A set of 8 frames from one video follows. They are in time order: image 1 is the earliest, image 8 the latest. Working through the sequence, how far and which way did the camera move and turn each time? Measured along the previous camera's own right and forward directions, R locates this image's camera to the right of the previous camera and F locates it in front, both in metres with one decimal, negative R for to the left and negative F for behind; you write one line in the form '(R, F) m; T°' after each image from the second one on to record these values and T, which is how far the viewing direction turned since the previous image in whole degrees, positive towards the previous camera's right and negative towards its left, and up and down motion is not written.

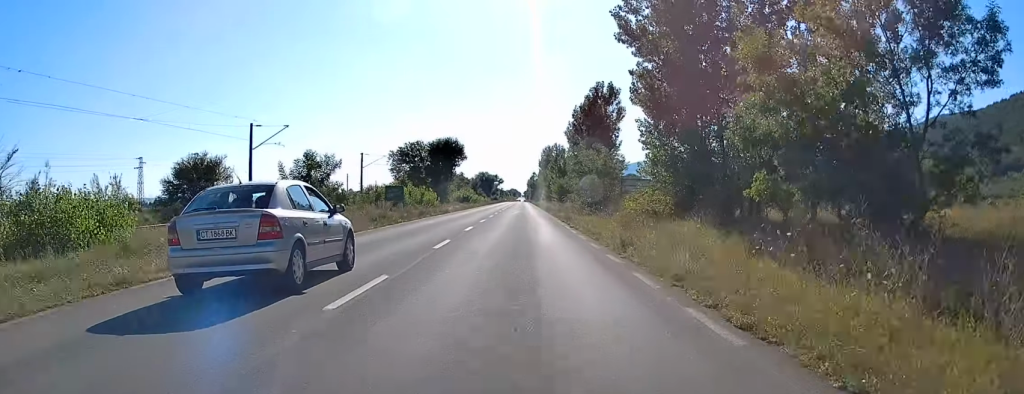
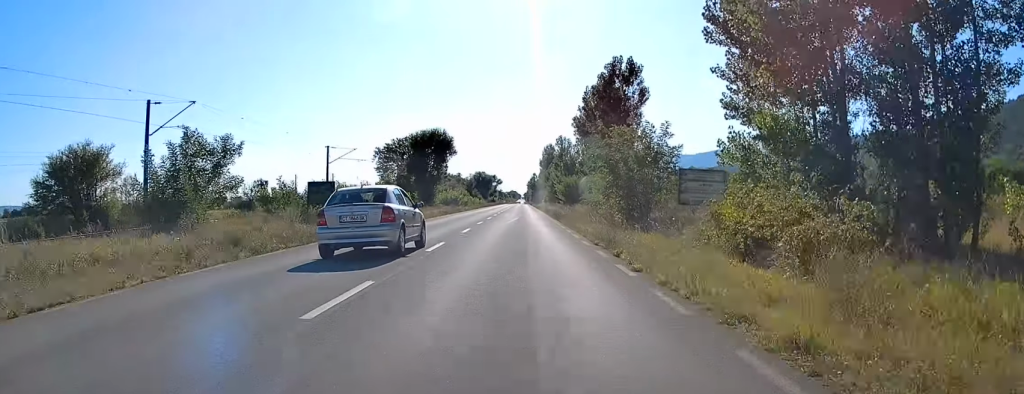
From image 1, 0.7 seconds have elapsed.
(0.0, +18.4) m; +1°
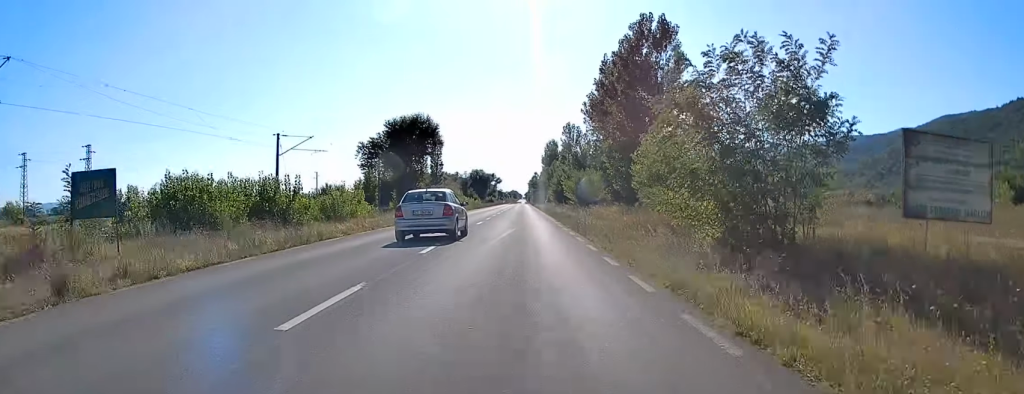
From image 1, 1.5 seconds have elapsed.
(+0.1, +18.4) m; 0°
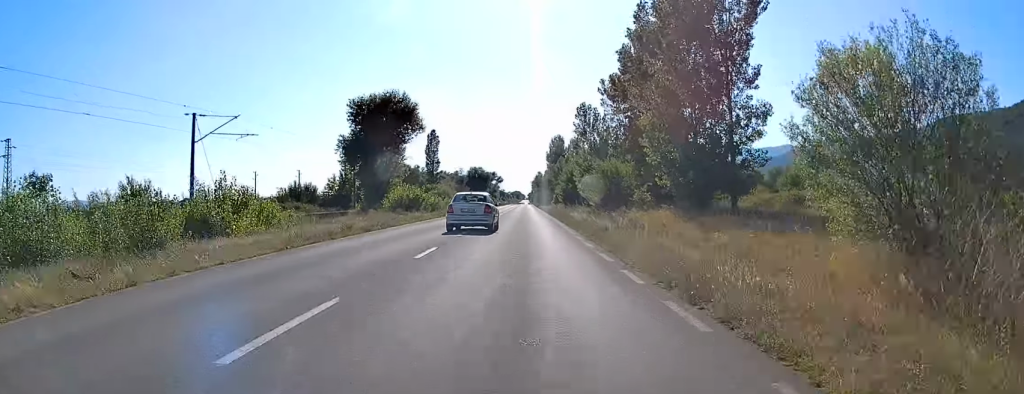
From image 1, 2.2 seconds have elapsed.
(+0.3, +19.2) m; 0°
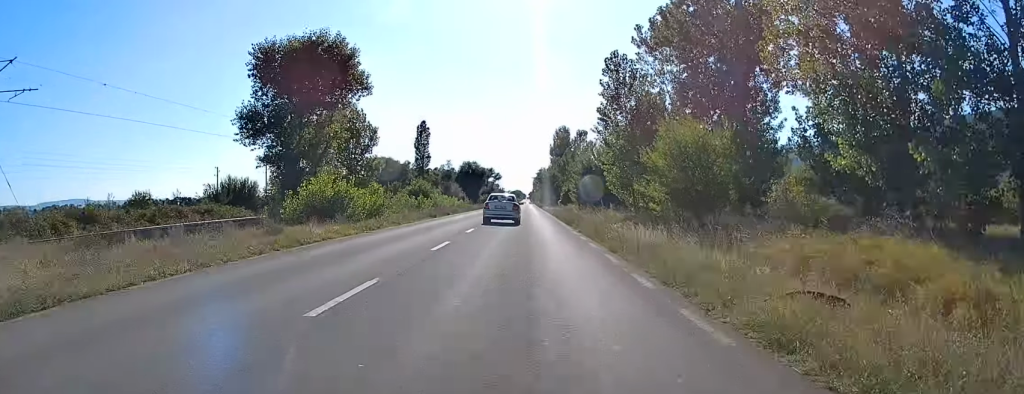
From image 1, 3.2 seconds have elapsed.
(-0.5, +25.0) m; -1°
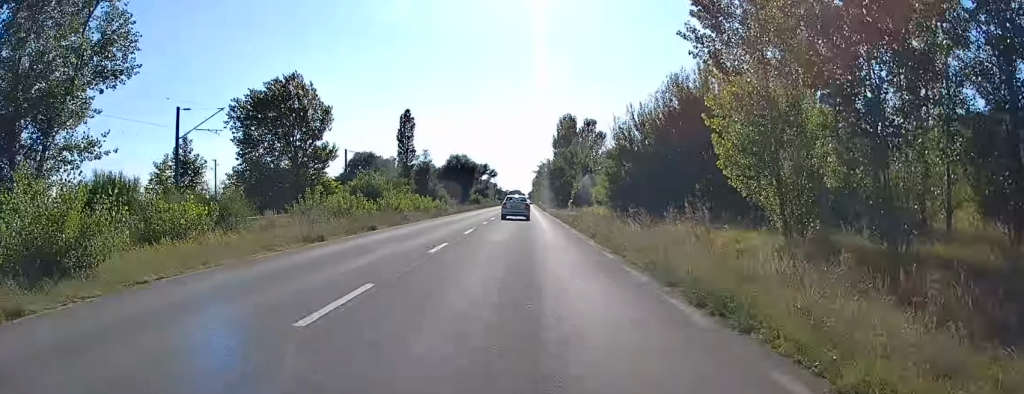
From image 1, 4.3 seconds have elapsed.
(0.0, +27.4) m; 0°
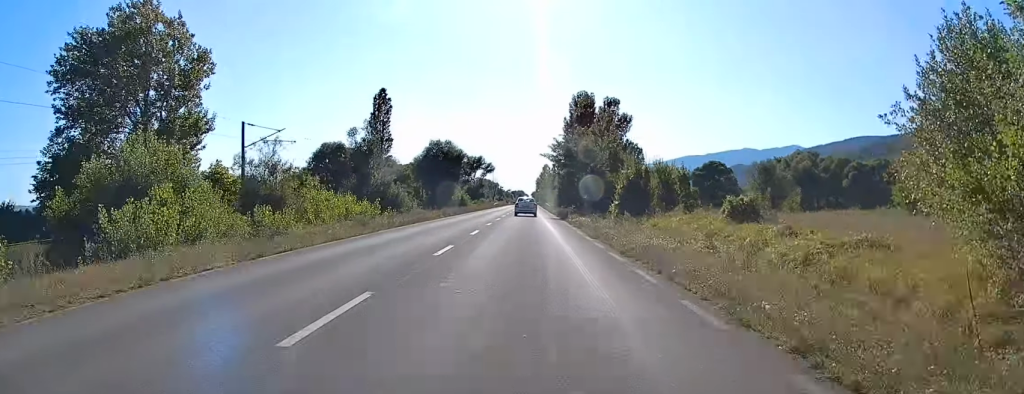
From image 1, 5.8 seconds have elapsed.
(0.0, +36.4) m; -1°
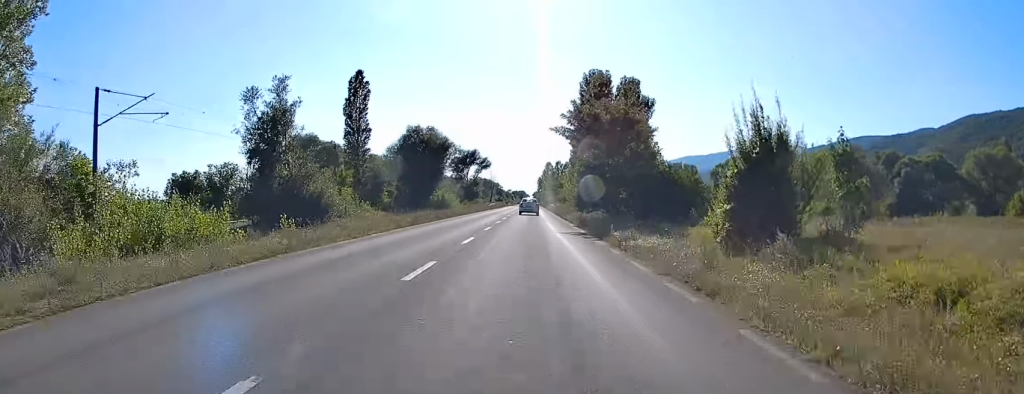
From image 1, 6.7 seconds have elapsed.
(-0.2, +22.3) m; 0°
